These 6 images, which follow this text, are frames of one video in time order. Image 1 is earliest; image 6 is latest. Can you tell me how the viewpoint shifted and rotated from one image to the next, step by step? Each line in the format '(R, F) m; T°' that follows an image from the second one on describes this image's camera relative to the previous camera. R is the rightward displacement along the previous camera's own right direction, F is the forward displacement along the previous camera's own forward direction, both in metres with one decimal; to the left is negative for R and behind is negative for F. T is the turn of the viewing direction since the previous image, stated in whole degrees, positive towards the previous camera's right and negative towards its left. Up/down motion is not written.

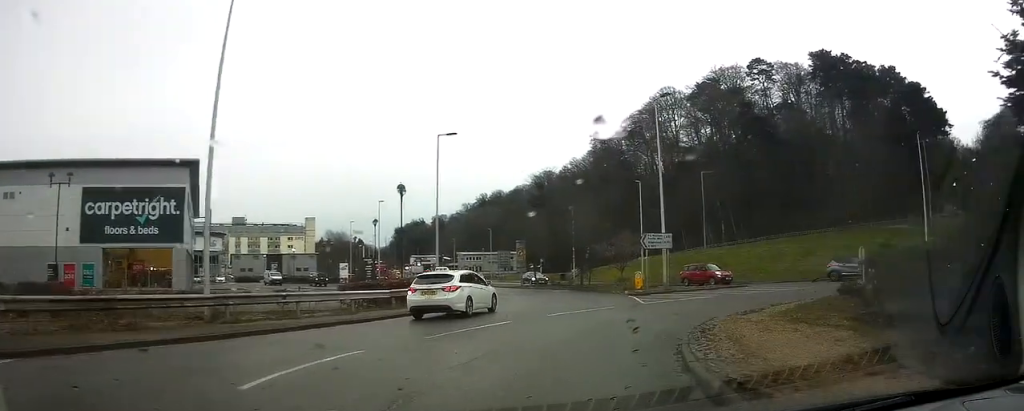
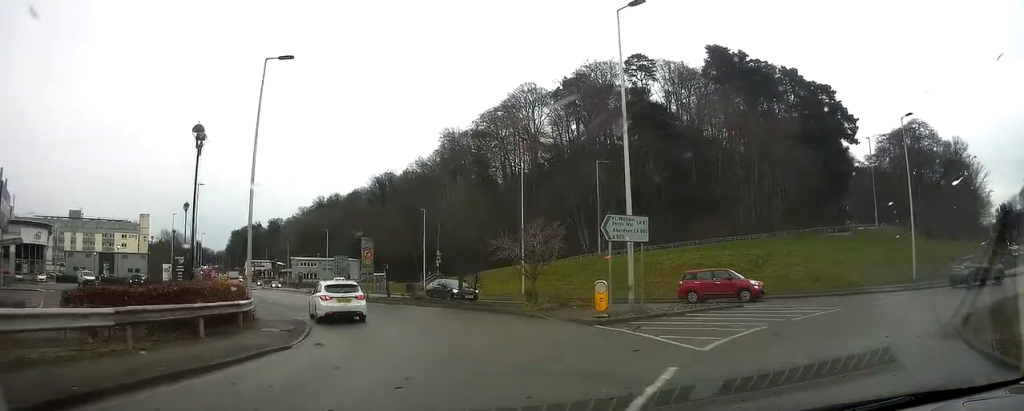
(+2.1, +13.0) m; +15°
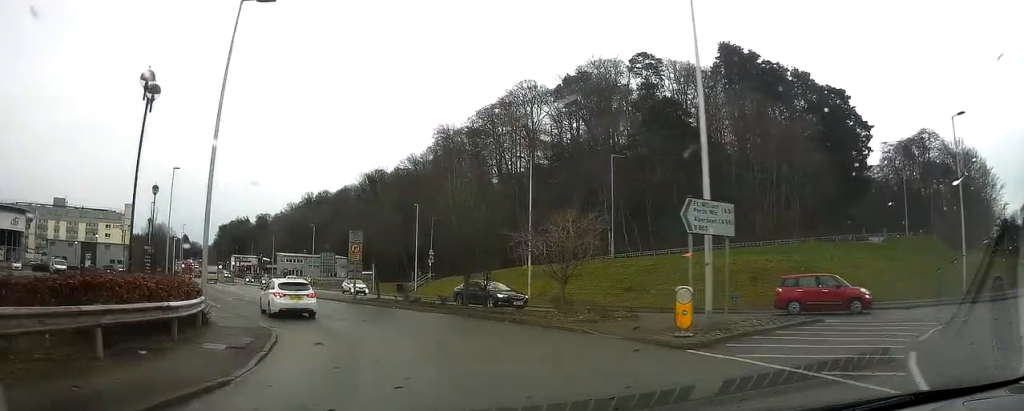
(+0.2, +5.1) m; 0°
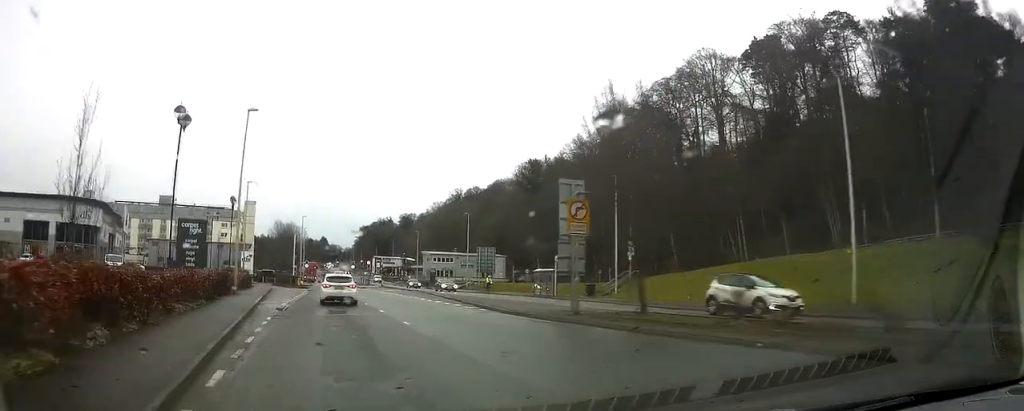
(-0.9, +19.3) m; -5°
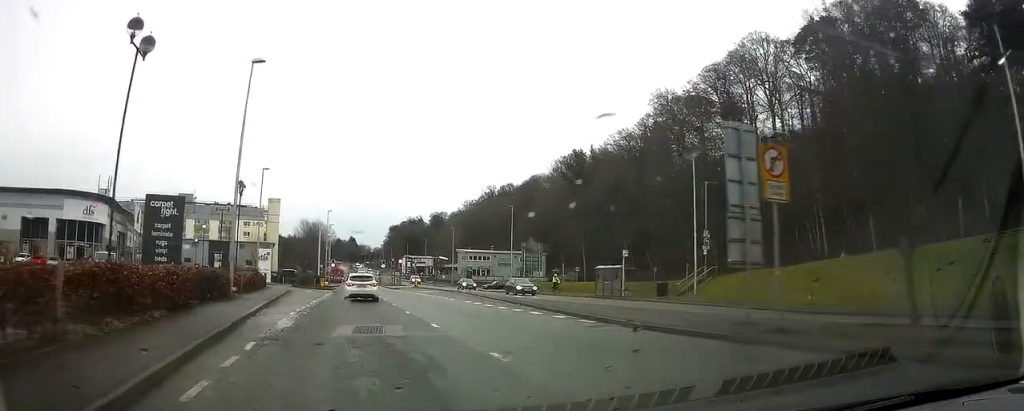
(0.0, +8.0) m; -1°
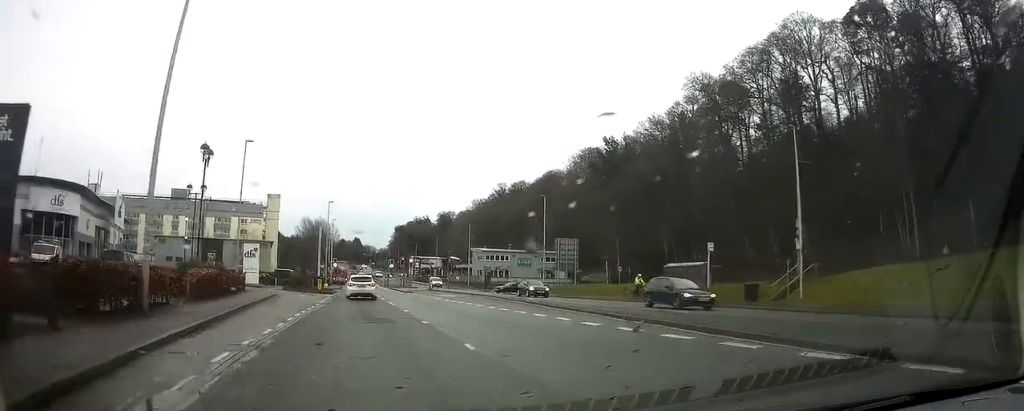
(-0.3, +11.2) m; -4°
